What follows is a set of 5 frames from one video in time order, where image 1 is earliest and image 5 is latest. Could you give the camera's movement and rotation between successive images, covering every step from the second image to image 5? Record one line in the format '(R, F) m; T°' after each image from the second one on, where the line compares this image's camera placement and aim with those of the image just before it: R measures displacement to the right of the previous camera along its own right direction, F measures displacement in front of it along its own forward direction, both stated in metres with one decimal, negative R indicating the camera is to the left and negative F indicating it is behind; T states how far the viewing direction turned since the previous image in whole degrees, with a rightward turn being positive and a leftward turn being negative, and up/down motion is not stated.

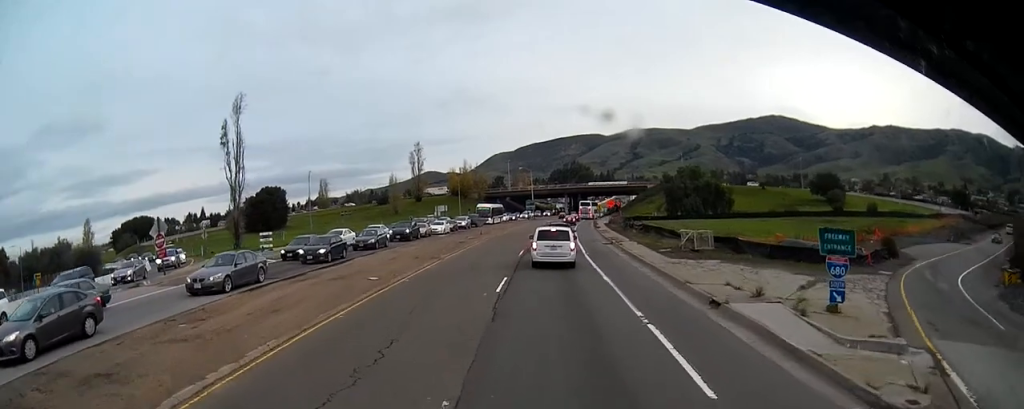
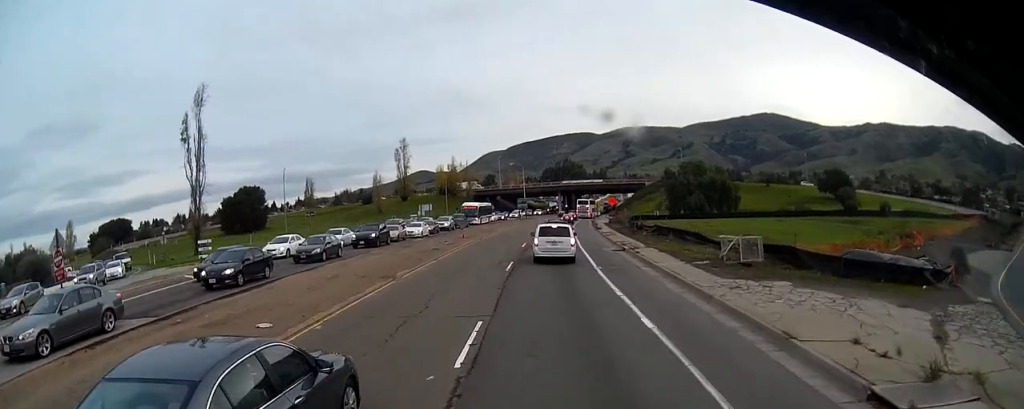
(+0.2, +10.4) m; 0°
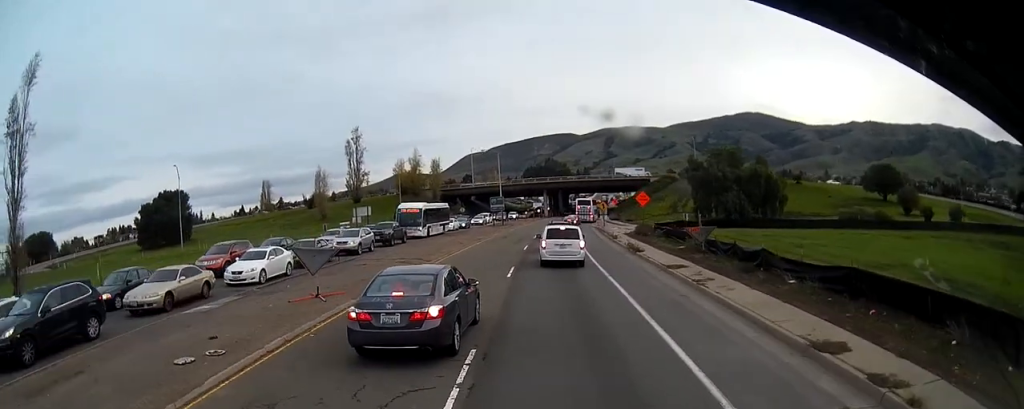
(+1.0, +35.1) m; +4°
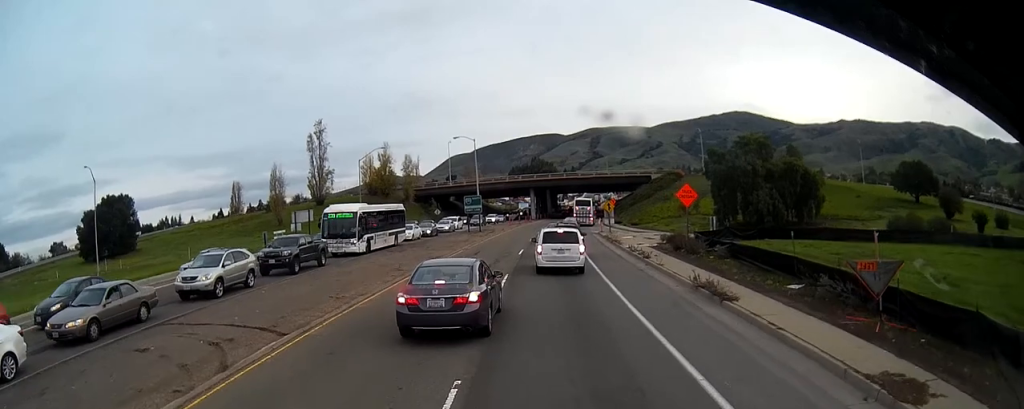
(+0.3, +20.0) m; +1°
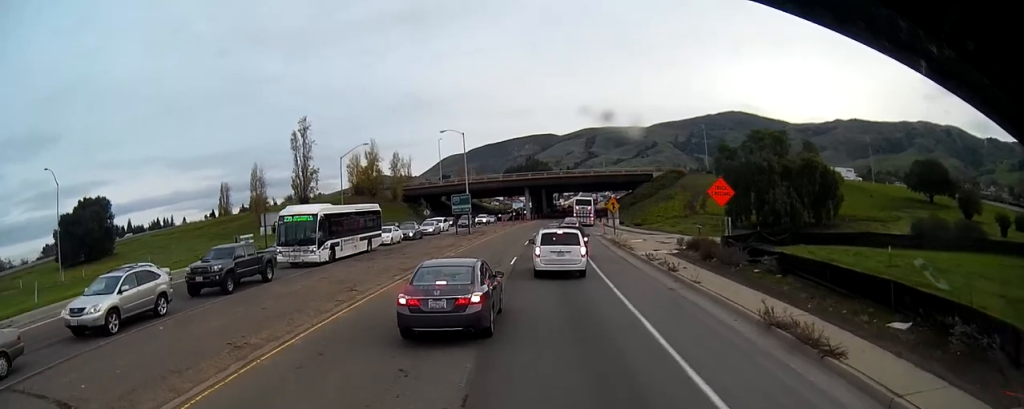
(-0.2, +7.8) m; 0°
